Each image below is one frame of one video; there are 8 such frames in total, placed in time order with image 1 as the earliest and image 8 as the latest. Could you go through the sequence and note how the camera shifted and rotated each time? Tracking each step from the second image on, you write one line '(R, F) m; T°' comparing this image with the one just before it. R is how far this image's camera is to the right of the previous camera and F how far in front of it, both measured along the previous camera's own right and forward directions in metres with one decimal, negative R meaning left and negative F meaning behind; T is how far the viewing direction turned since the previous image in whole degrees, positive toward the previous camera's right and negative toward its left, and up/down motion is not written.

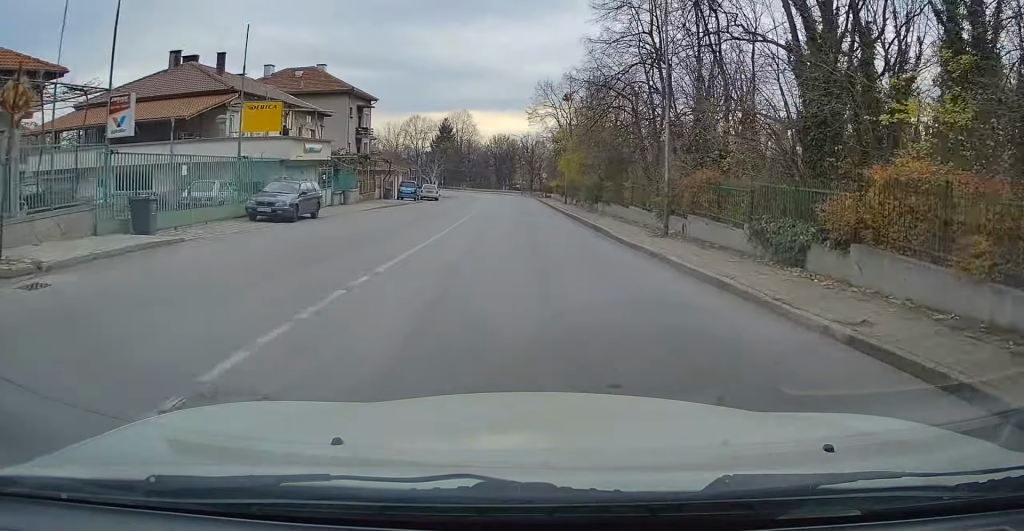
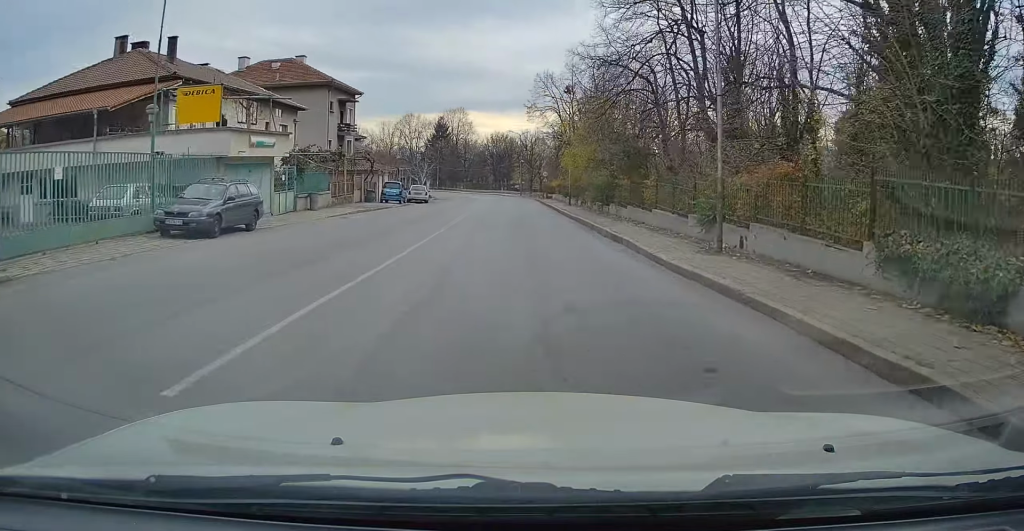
(0.0, +5.9) m; 0°
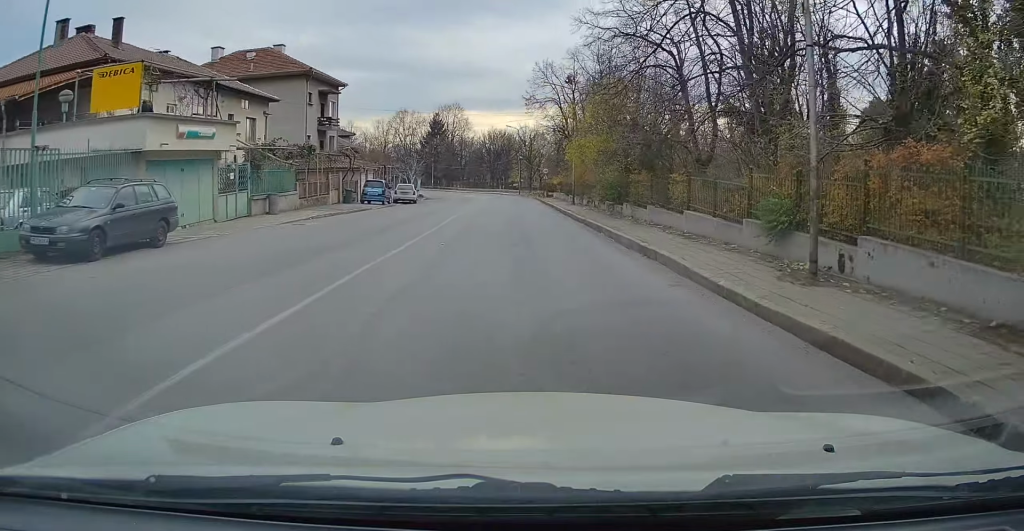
(0.0, +5.1) m; 0°
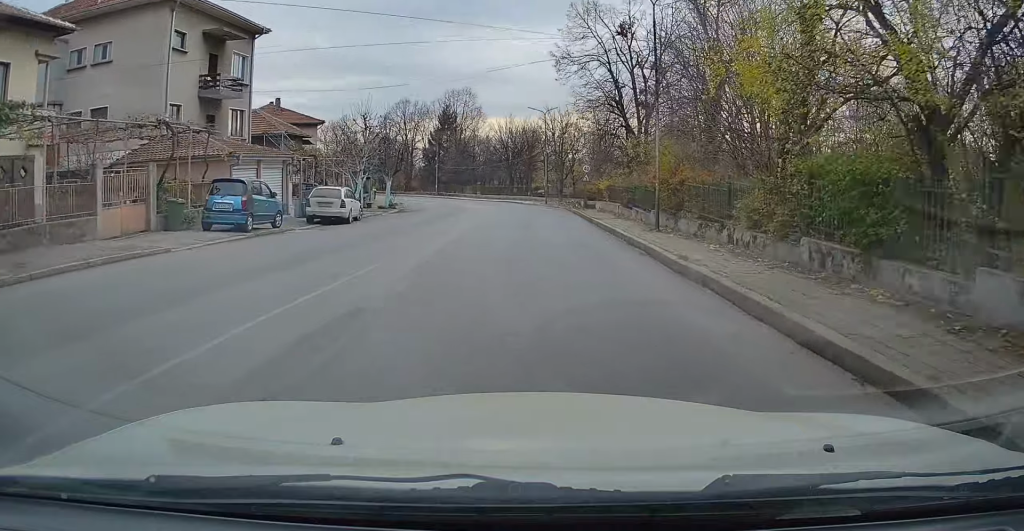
(-0.4, +23.0) m; -3°
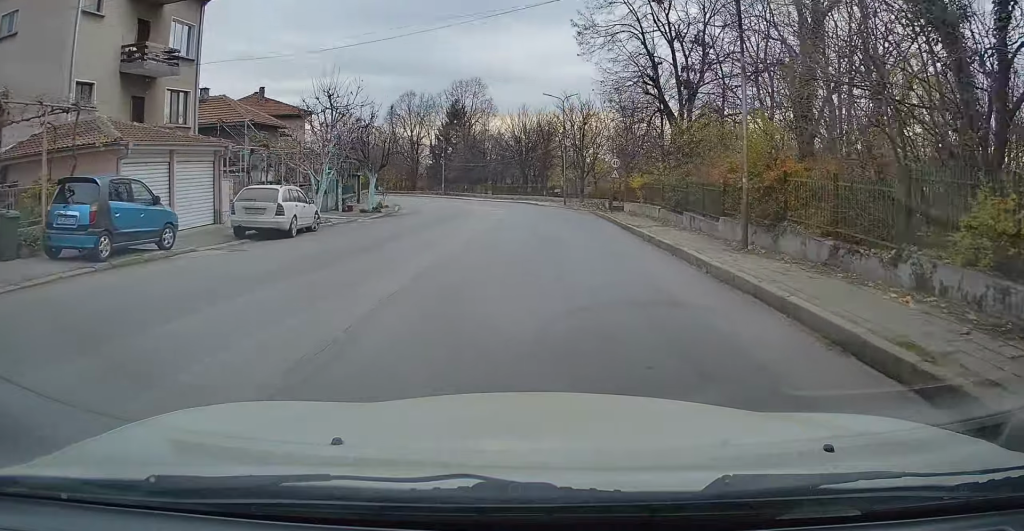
(-0.3, +7.8) m; 0°
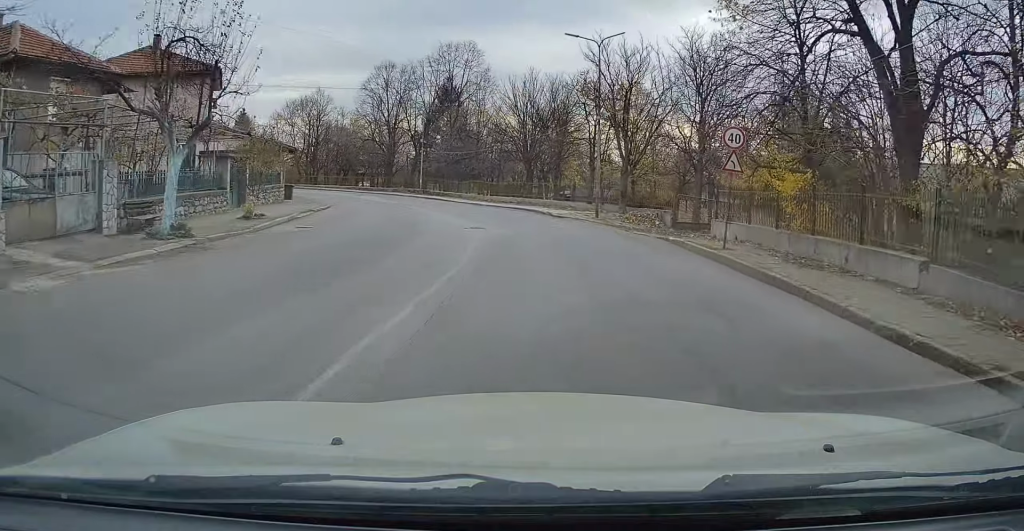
(+0.4, +19.6) m; 0°
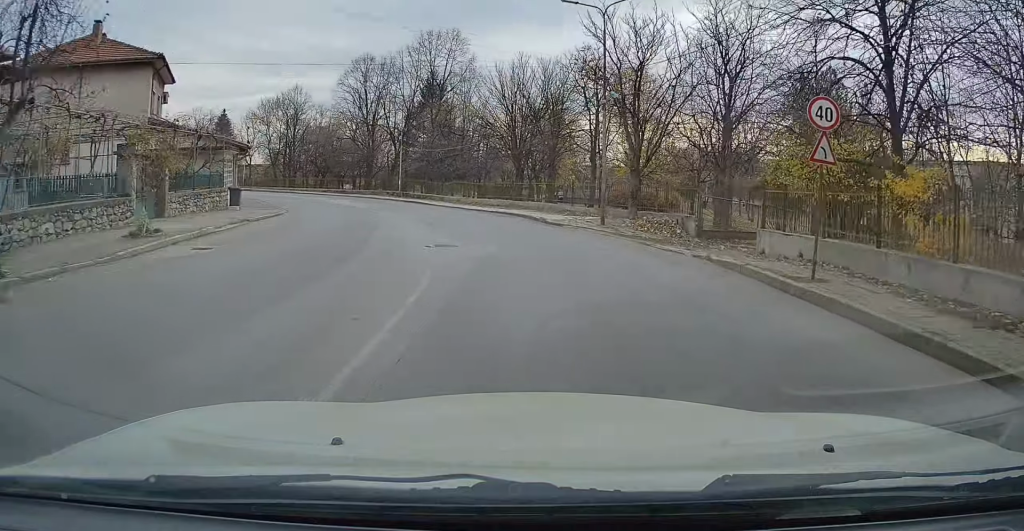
(0.0, +5.7) m; -1°
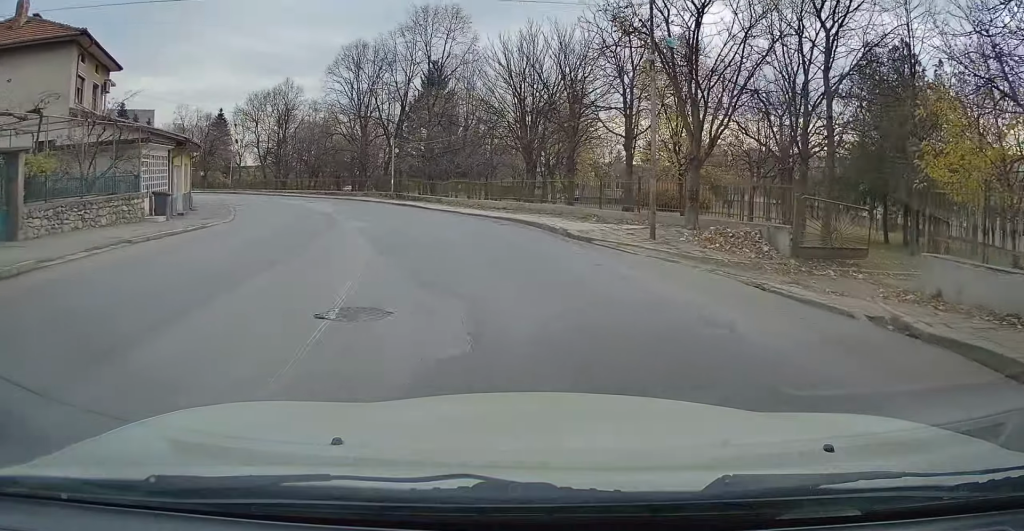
(-0.1, +7.7) m; -3°
